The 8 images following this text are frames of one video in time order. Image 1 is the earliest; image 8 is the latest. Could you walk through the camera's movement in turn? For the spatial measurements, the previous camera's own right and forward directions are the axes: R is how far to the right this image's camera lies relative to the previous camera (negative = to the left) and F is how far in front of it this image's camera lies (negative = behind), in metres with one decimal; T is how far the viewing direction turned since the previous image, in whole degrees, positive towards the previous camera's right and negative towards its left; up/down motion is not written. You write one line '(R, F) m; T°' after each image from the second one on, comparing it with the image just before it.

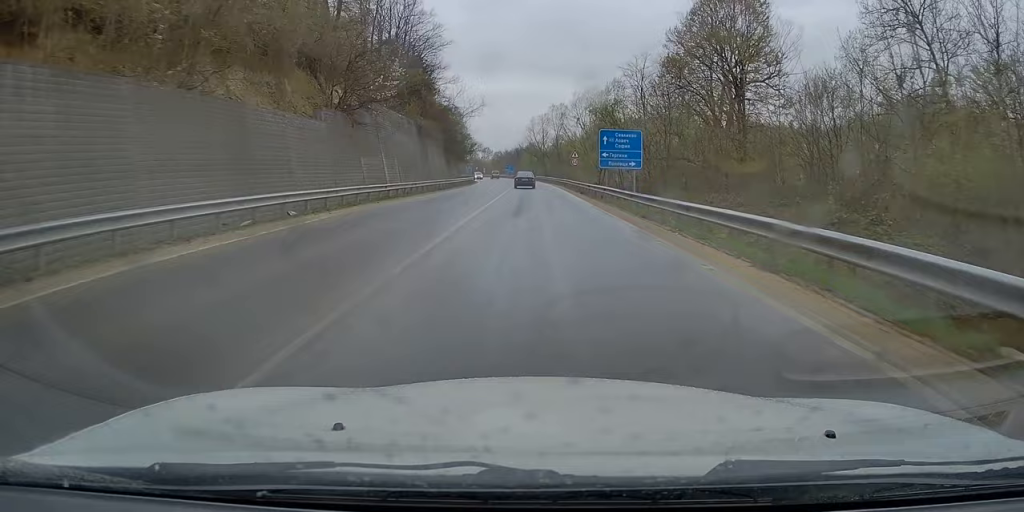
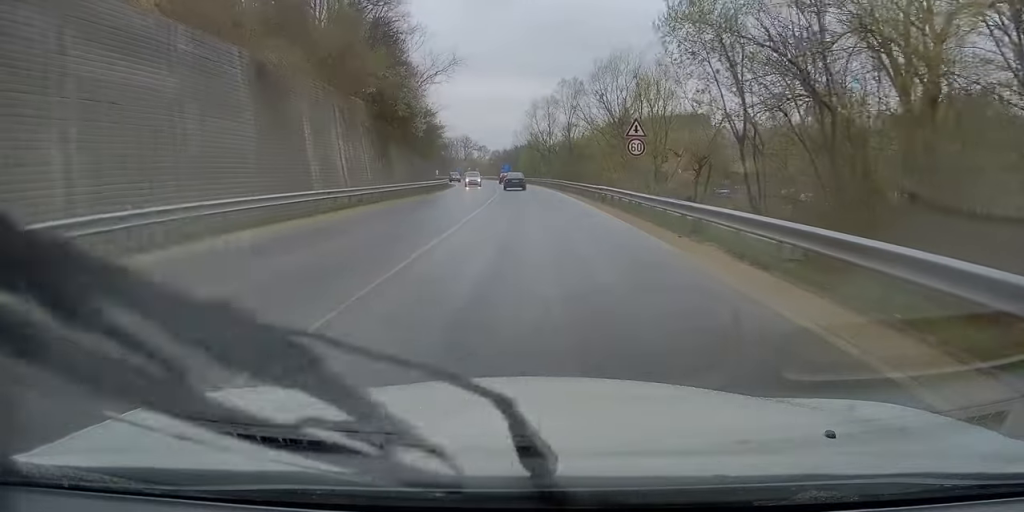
(+0.1, +32.4) m; 0°
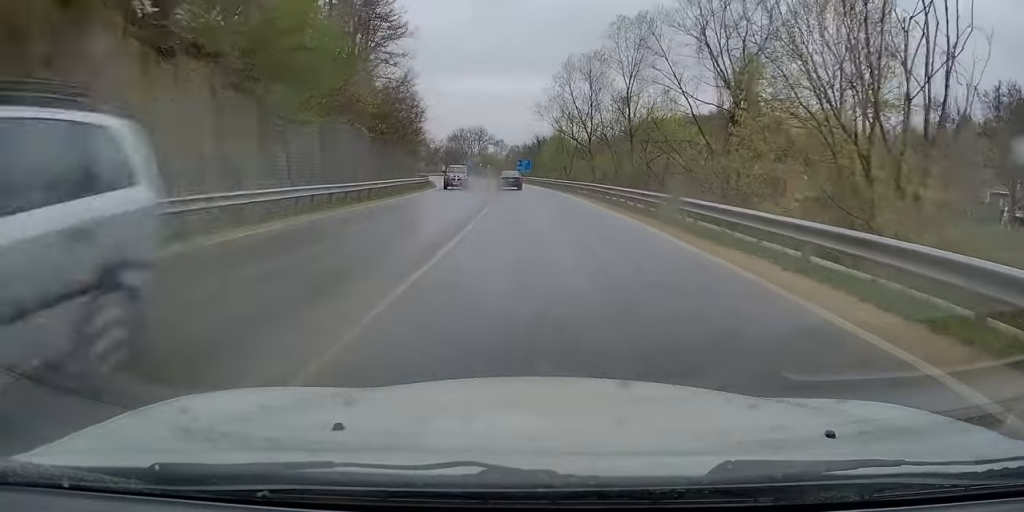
(-0.3, +33.8) m; -1°
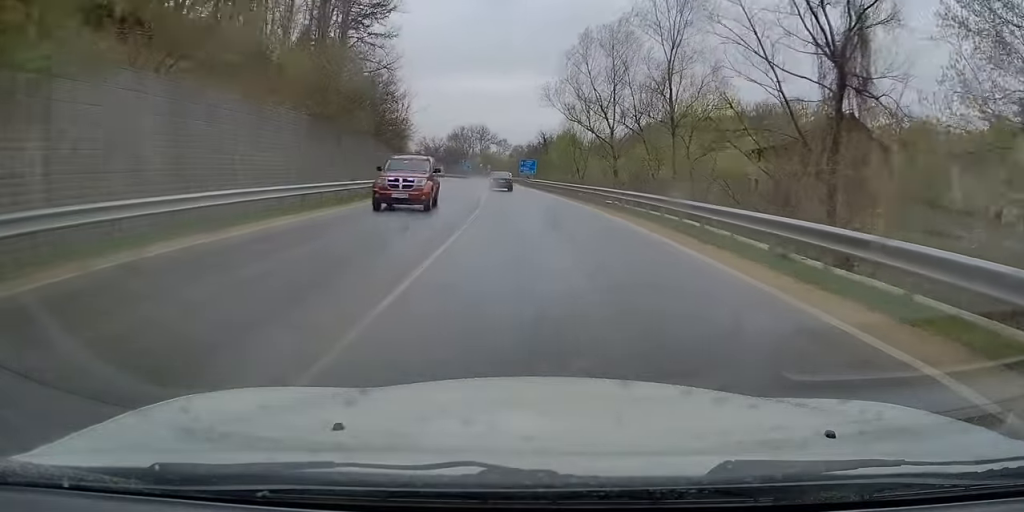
(0.0, +12.8) m; -1°
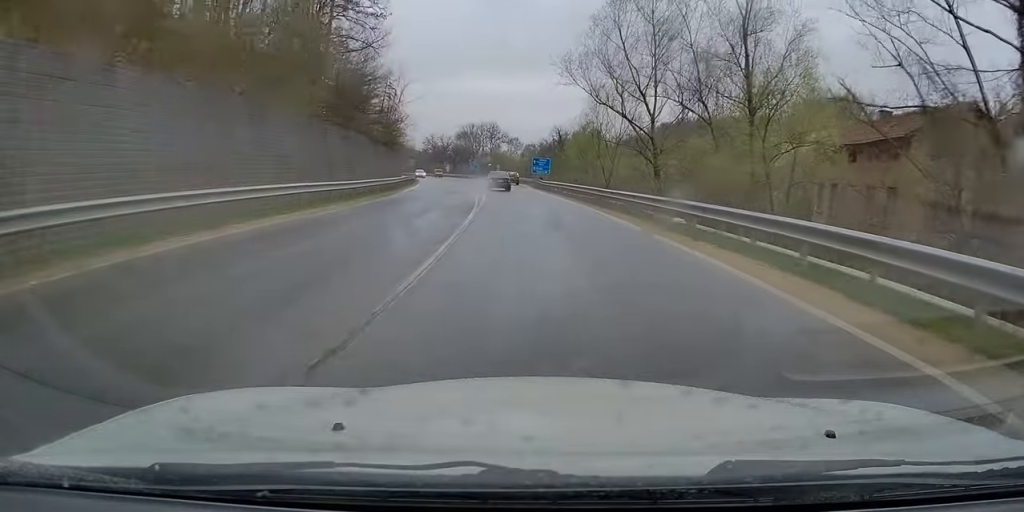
(-0.2, +11.0) m; -1°
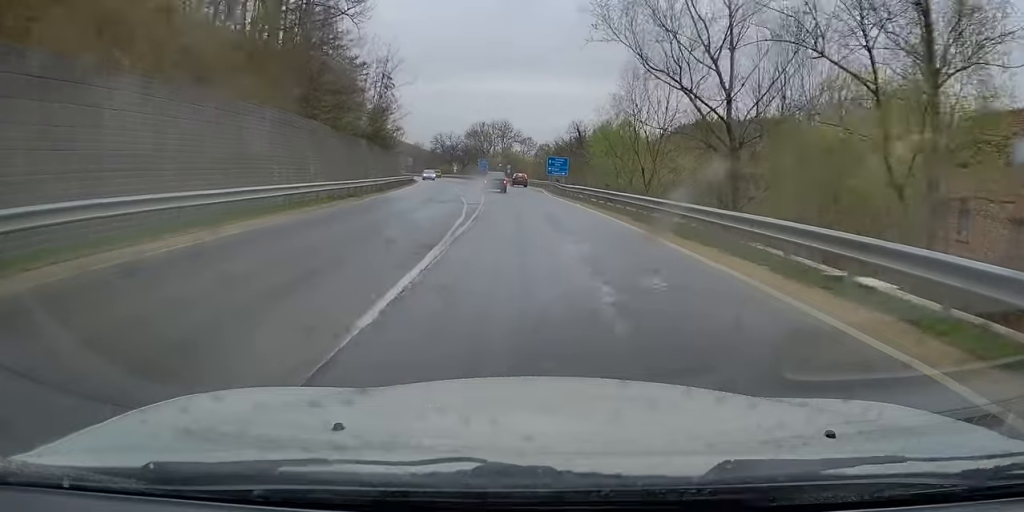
(-0.1, +11.5) m; -2°
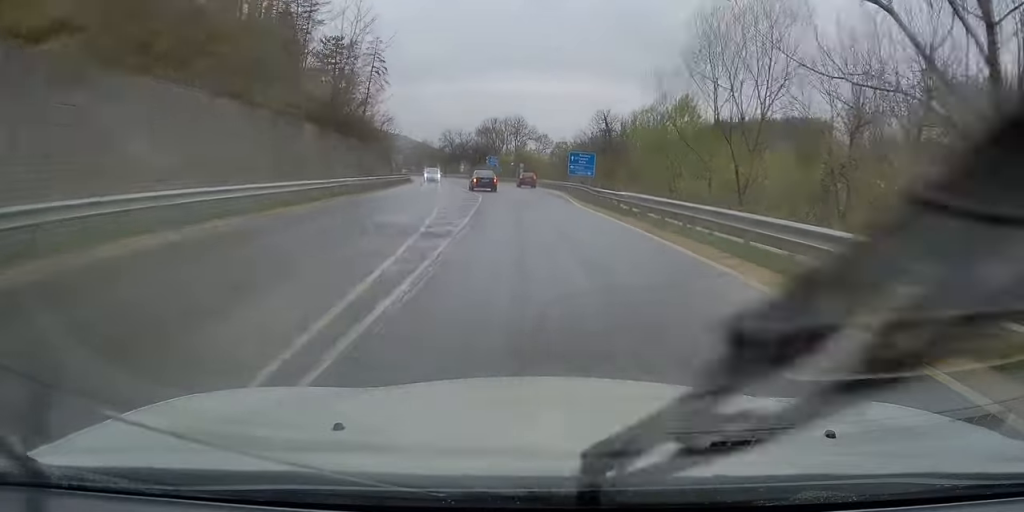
(-0.3, +14.2) m; -2°
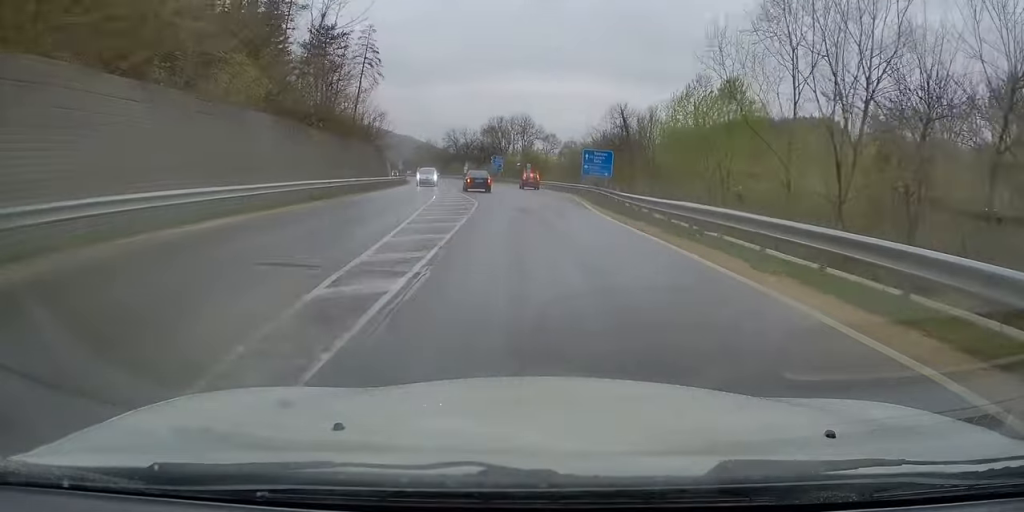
(-0.3, +7.1) m; -1°
